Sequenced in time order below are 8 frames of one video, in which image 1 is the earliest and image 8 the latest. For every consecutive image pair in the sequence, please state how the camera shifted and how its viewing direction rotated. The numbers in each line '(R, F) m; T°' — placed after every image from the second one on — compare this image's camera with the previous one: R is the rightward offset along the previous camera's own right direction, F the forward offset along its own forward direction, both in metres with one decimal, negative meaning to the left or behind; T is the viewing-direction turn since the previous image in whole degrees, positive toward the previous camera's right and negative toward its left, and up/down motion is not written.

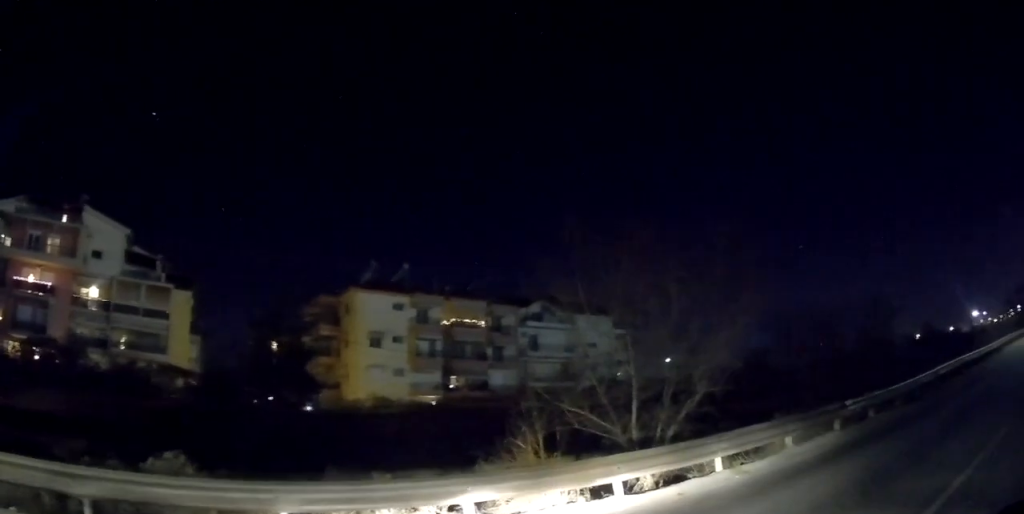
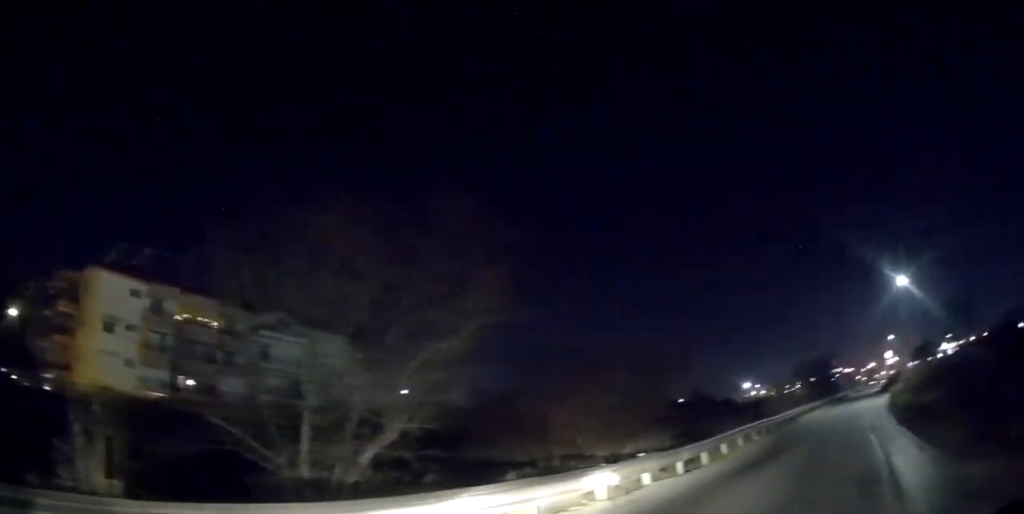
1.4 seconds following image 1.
(+1.0, +2.8) m; +31°
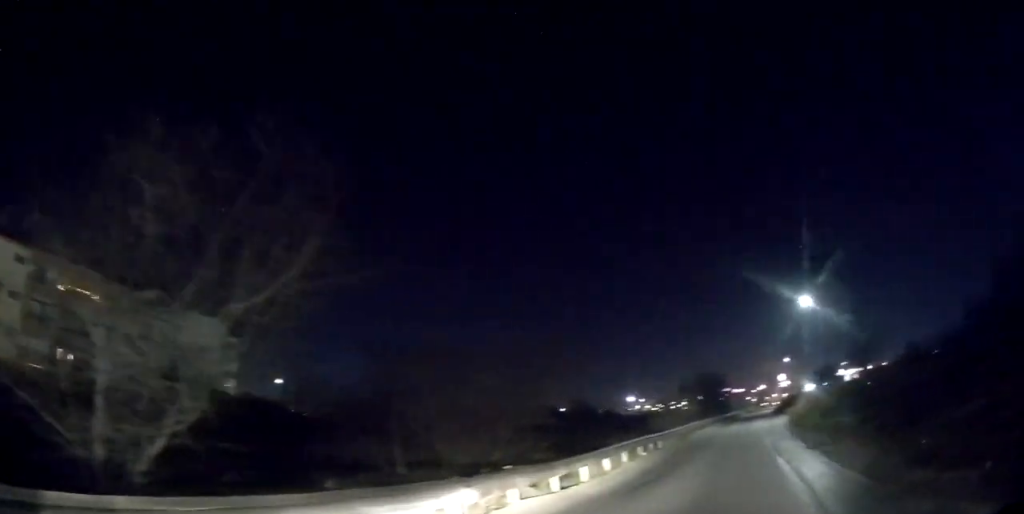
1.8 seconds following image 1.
(0.0, +1.2) m; +7°
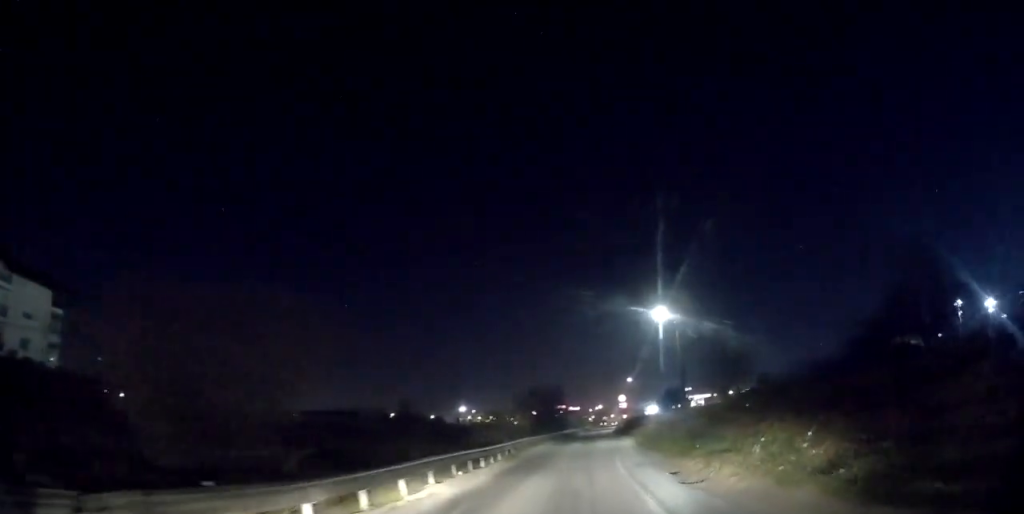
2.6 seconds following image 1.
(+0.4, +3.6) m; +4°
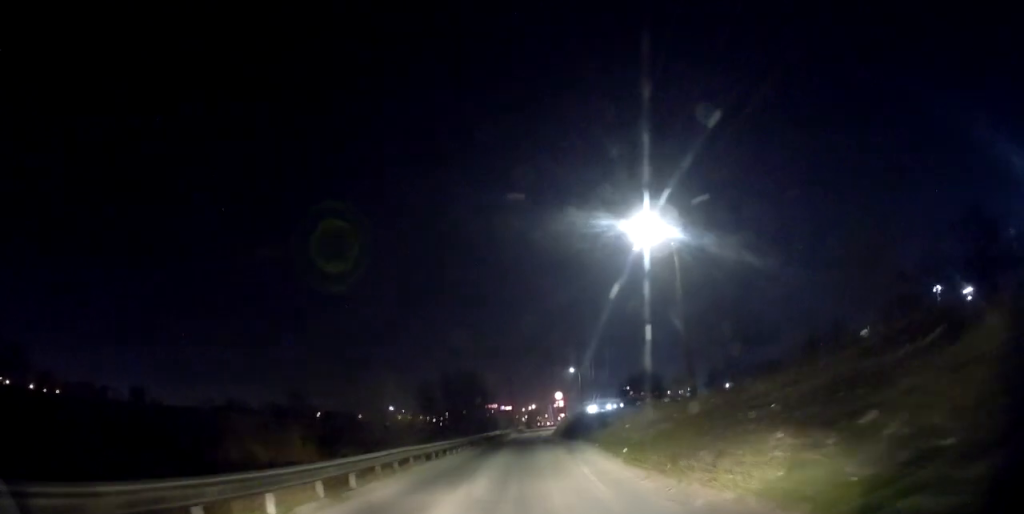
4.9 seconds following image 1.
(+0.4, +14.3) m; +6°
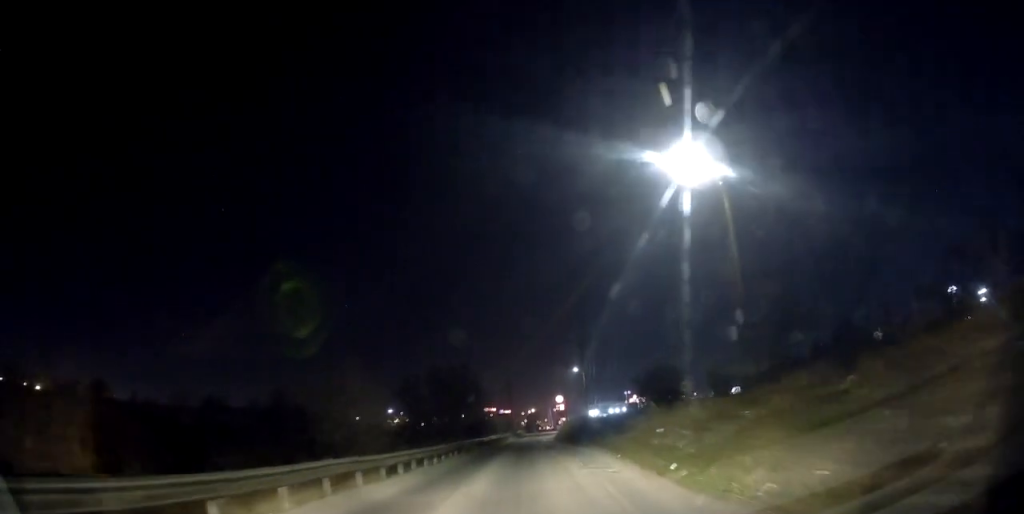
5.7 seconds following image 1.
(+0.3, +5.6) m; 0°
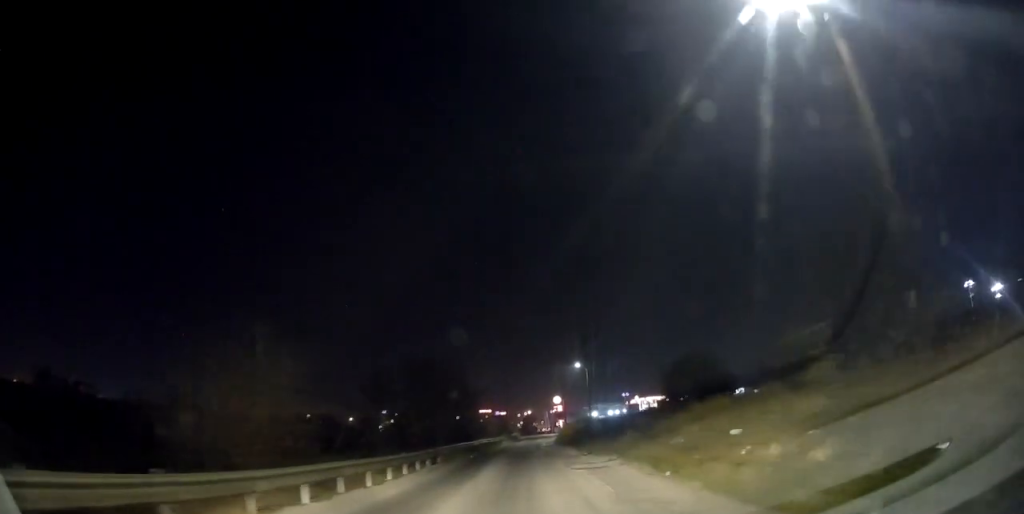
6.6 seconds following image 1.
(-0.2, +6.8) m; 0°
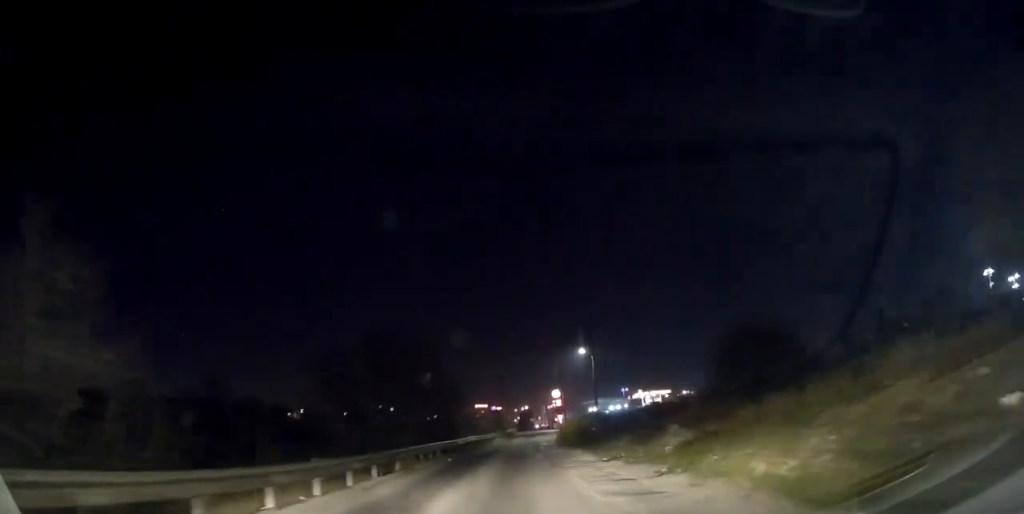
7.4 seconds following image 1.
(+0.1, +6.9) m; +1°
